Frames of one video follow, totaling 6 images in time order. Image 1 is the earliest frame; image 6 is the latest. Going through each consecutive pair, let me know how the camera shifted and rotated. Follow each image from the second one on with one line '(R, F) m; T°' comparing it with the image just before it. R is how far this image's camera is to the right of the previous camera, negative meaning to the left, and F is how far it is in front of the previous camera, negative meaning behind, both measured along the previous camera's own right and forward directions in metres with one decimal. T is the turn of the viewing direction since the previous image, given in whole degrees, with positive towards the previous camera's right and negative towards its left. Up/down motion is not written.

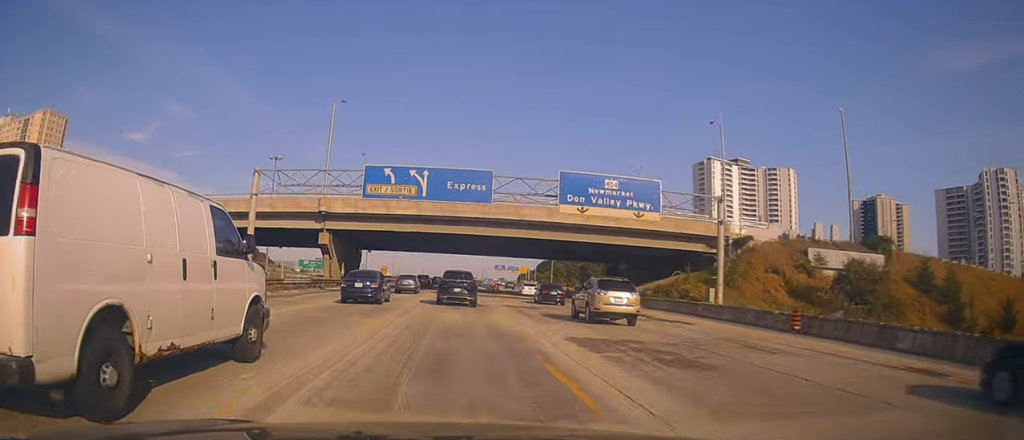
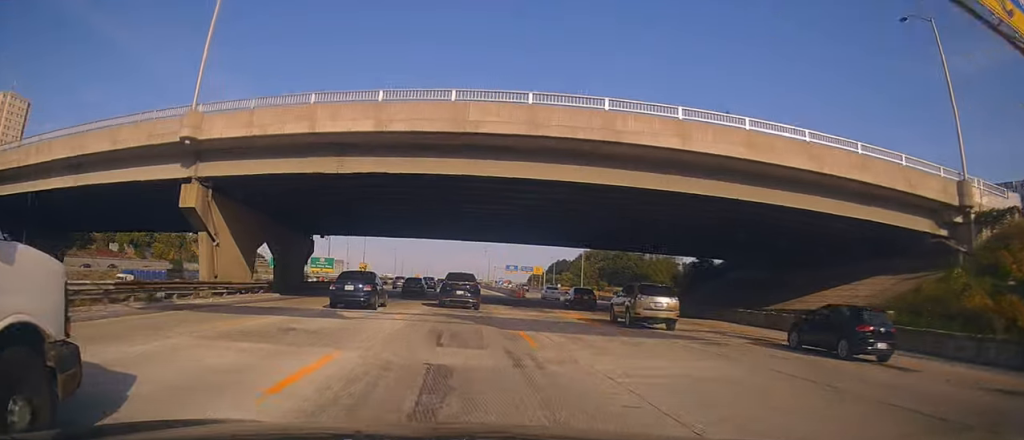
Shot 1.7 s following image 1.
(-0.4, +30.5) m; -1°
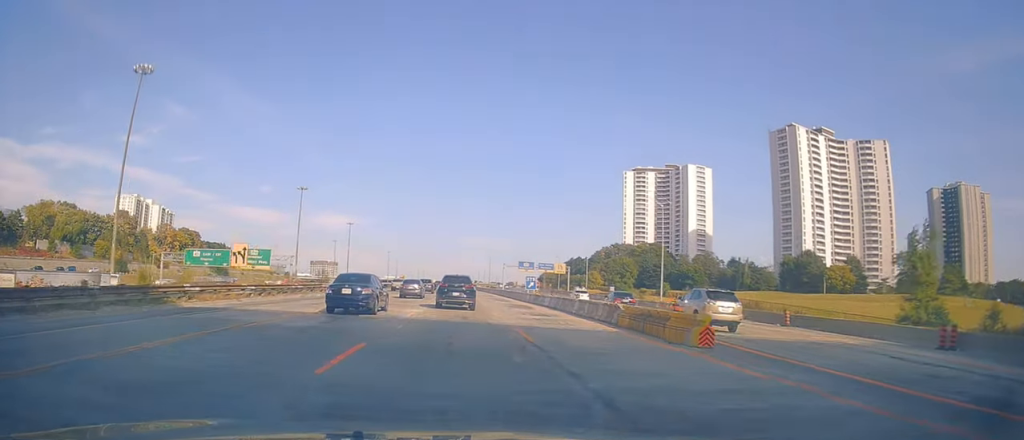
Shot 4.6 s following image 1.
(+0.6, +47.7) m; +1°
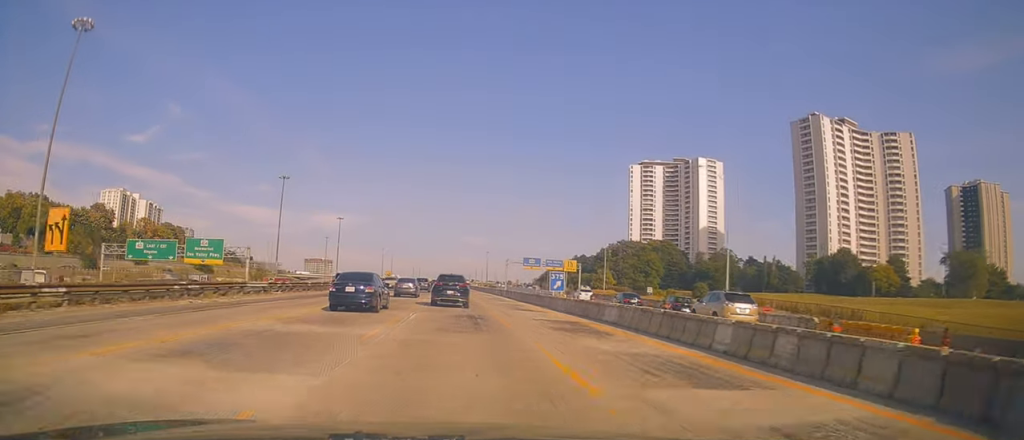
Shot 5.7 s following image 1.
(+0.4, +18.4) m; 0°
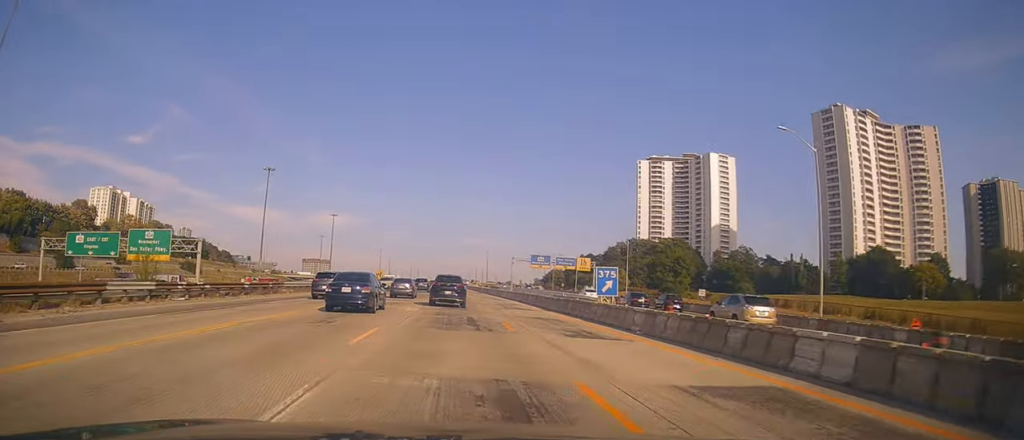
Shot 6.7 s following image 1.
(-0.2, +14.6) m; -2°
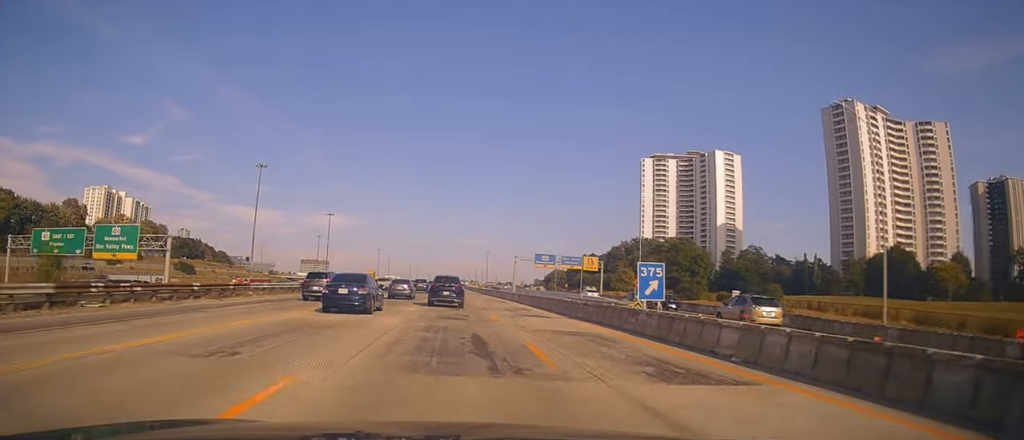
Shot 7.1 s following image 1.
(-0.1, +6.8) m; -1°
